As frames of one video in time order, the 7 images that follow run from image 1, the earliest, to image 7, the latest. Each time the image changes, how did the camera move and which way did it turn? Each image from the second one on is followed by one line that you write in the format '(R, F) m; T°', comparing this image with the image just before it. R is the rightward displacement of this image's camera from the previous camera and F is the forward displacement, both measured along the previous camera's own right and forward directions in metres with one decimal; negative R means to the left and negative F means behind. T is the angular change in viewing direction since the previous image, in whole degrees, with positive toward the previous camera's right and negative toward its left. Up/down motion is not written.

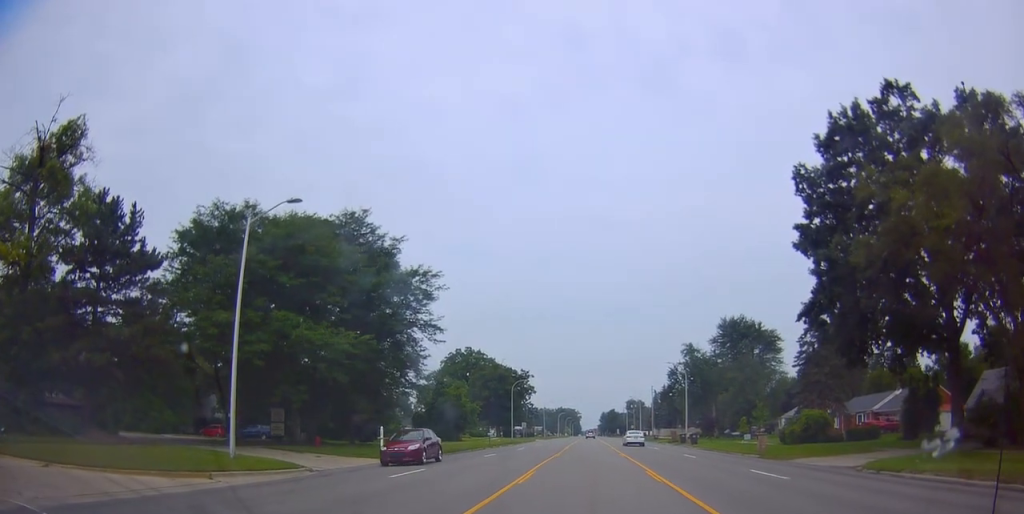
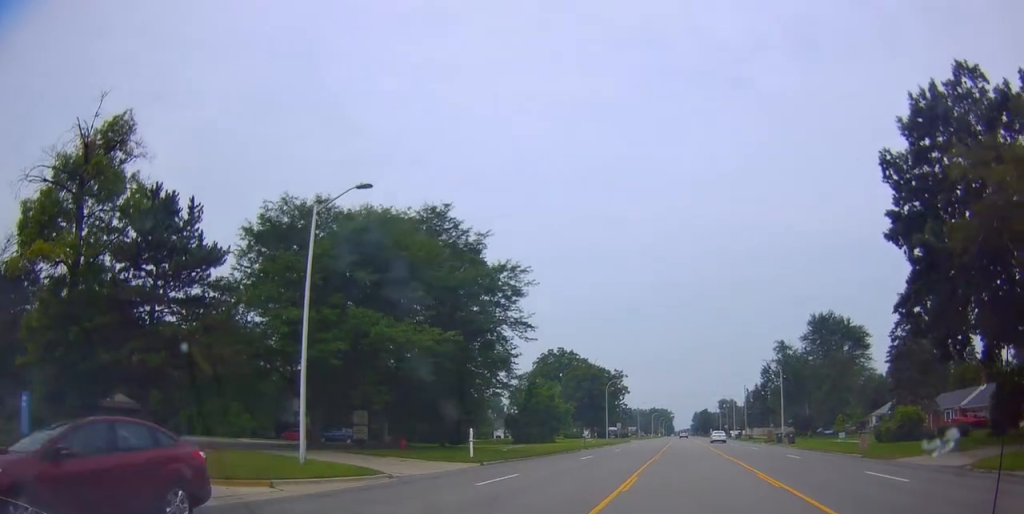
(-0.1, +1.8) m; -9°
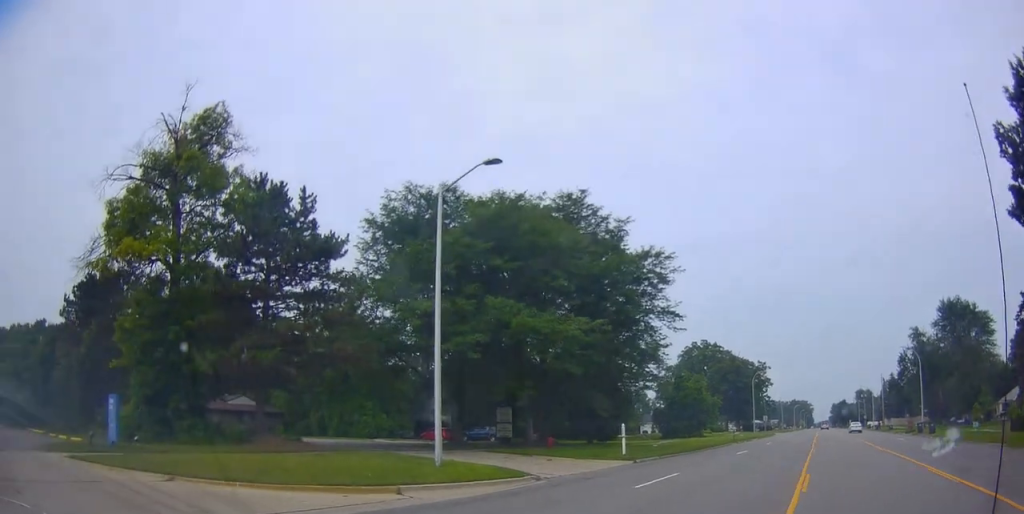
(0.0, +0.8) m; -9°
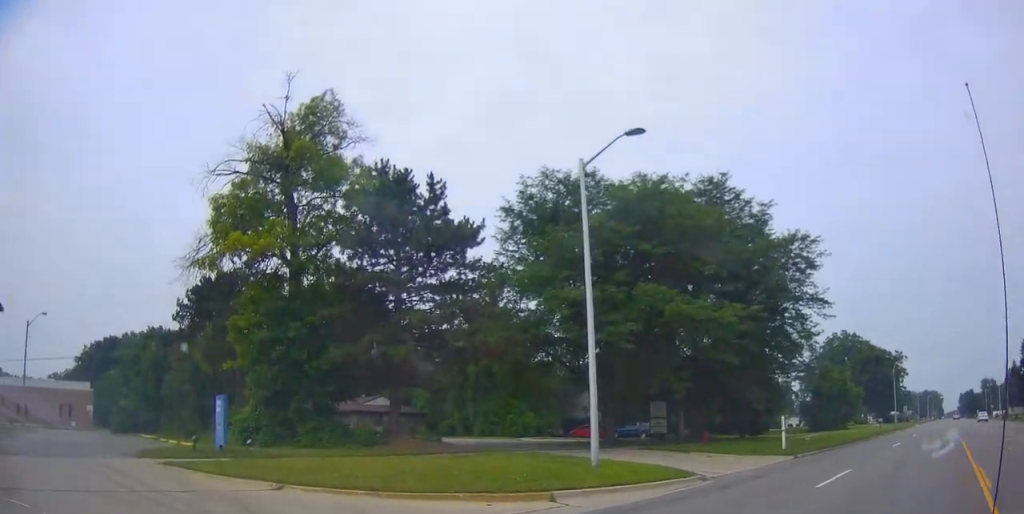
(-0.1, +0.7) m; -11°
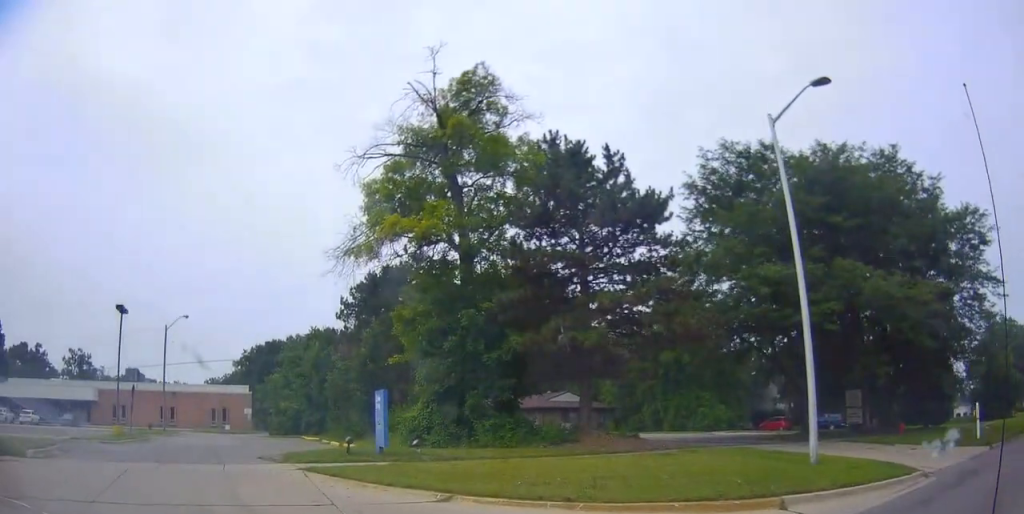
(-0.1, +0.9) m; -12°
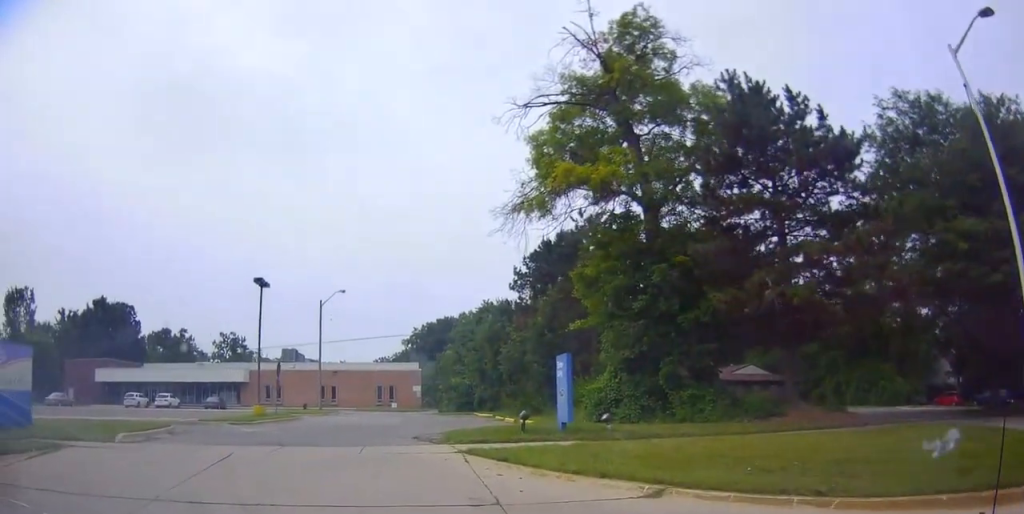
(-0.1, +1.2) m; -12°
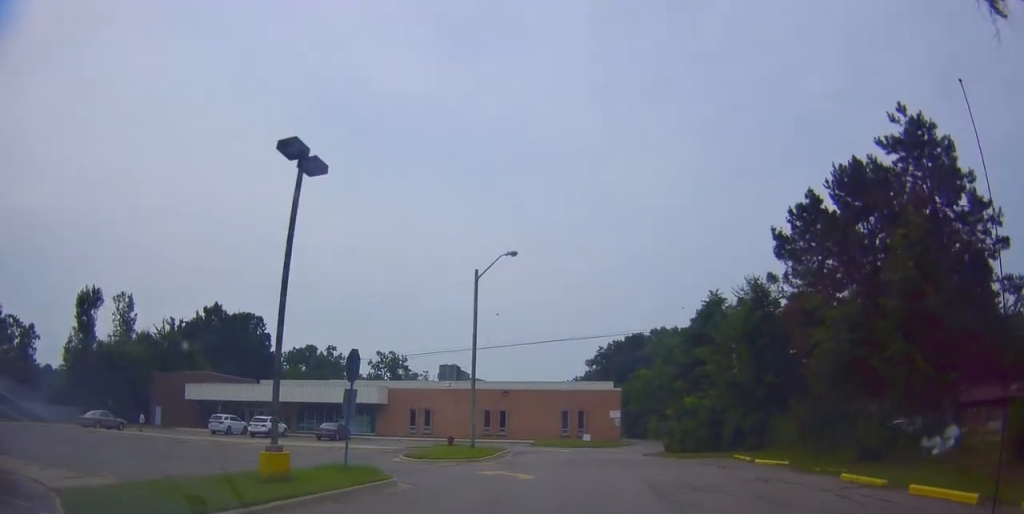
(-5.4, +9.3) m; -47°
